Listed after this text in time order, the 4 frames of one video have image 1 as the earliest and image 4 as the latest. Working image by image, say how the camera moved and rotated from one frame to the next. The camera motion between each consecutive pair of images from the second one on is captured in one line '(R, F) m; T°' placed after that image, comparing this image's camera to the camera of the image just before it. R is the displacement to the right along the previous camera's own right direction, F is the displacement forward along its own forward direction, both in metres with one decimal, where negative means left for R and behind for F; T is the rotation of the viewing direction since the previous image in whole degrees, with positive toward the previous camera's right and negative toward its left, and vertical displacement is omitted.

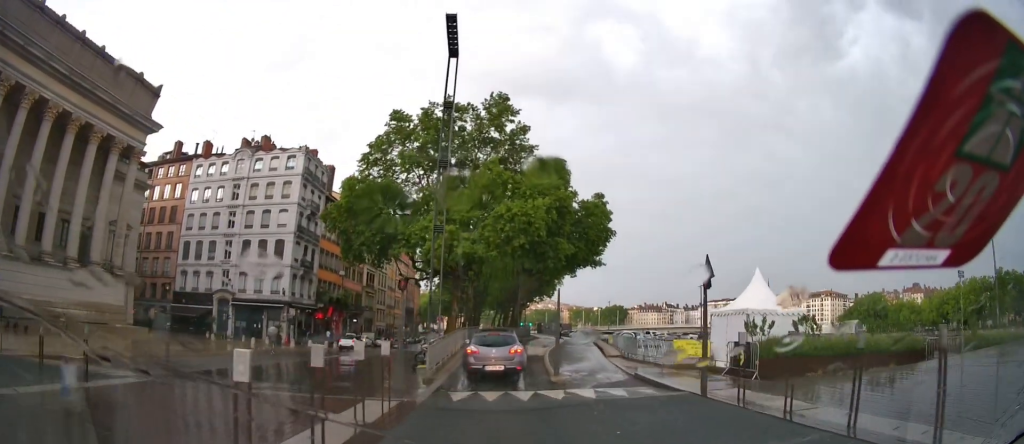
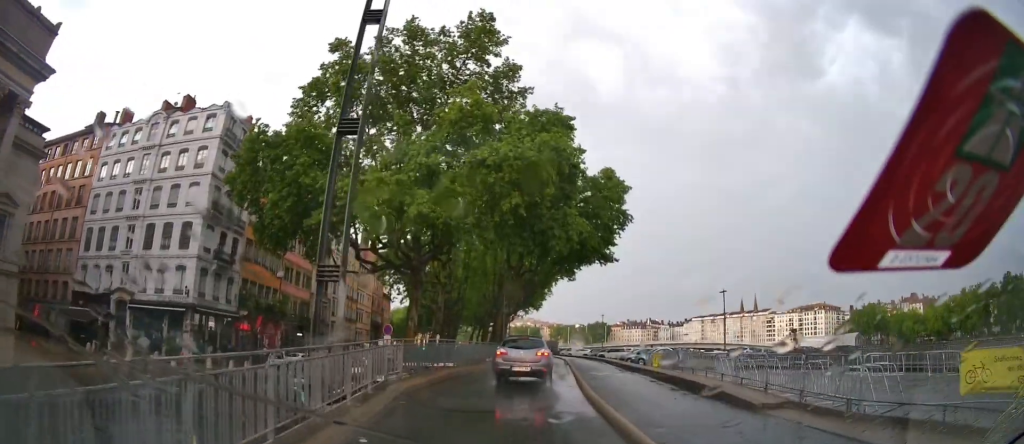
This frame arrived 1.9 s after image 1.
(+0.4, +15.3) m; +3°
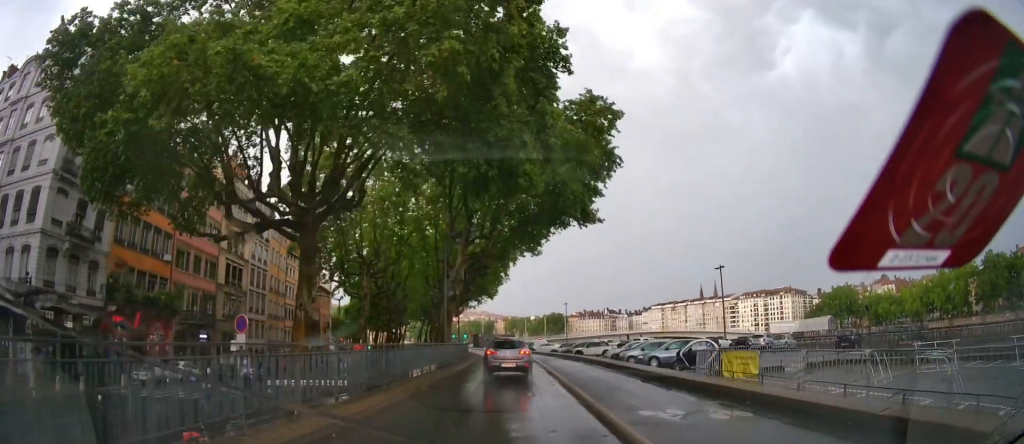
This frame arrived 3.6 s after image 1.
(+0.4, +13.5) m; +3°
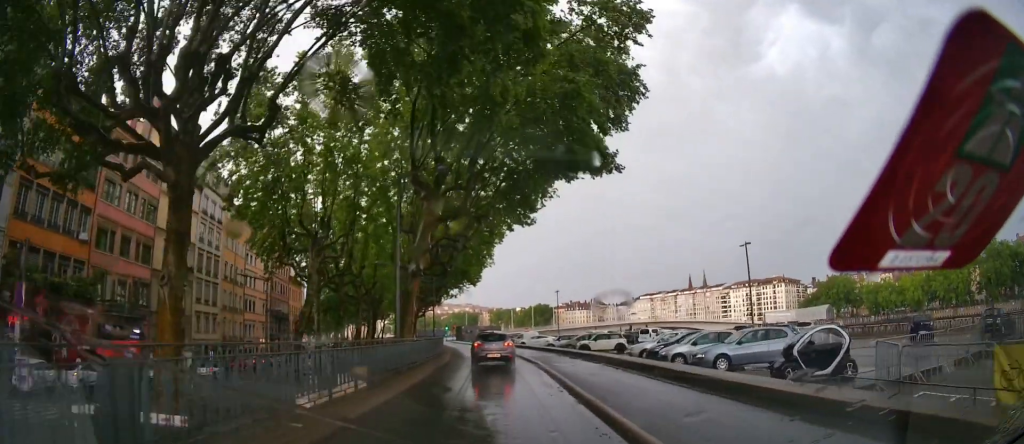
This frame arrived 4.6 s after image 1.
(+0.1, +8.9) m; +1°
